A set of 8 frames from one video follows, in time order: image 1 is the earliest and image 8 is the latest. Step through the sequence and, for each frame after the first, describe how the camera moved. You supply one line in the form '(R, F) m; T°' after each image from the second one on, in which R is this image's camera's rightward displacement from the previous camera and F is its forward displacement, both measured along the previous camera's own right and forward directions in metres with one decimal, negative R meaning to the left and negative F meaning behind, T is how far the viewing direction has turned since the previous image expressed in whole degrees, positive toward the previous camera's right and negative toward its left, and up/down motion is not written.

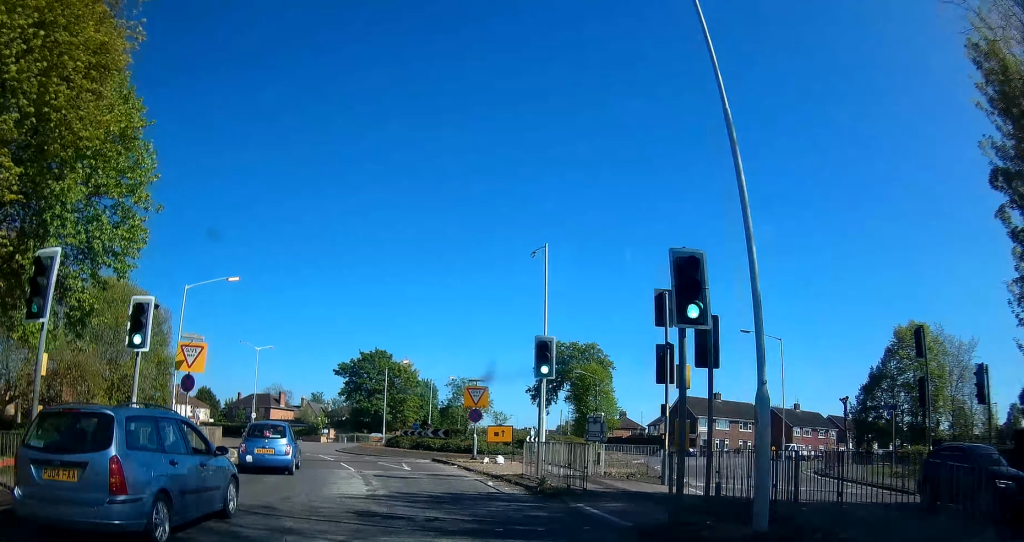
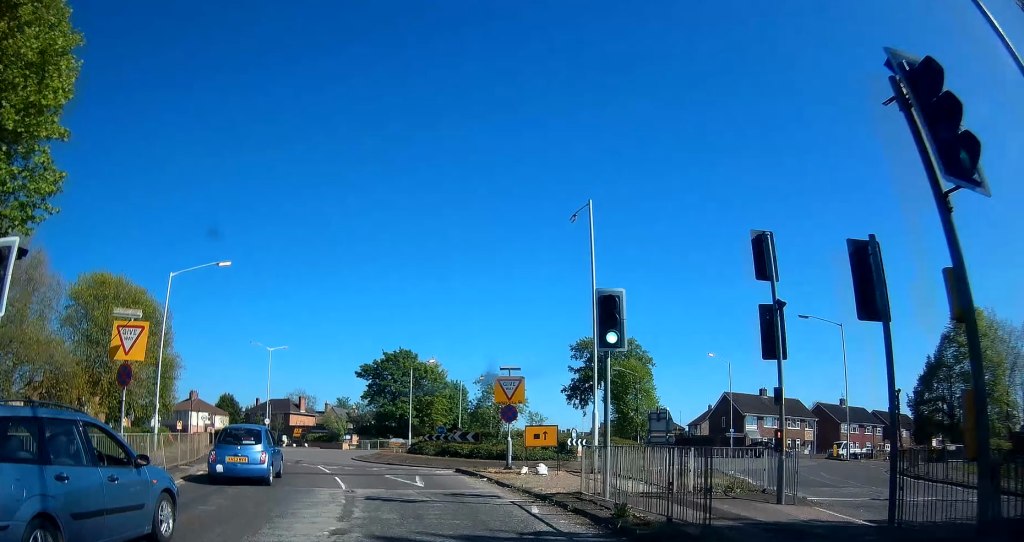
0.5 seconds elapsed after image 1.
(-0.3, +5.7) m; -2°
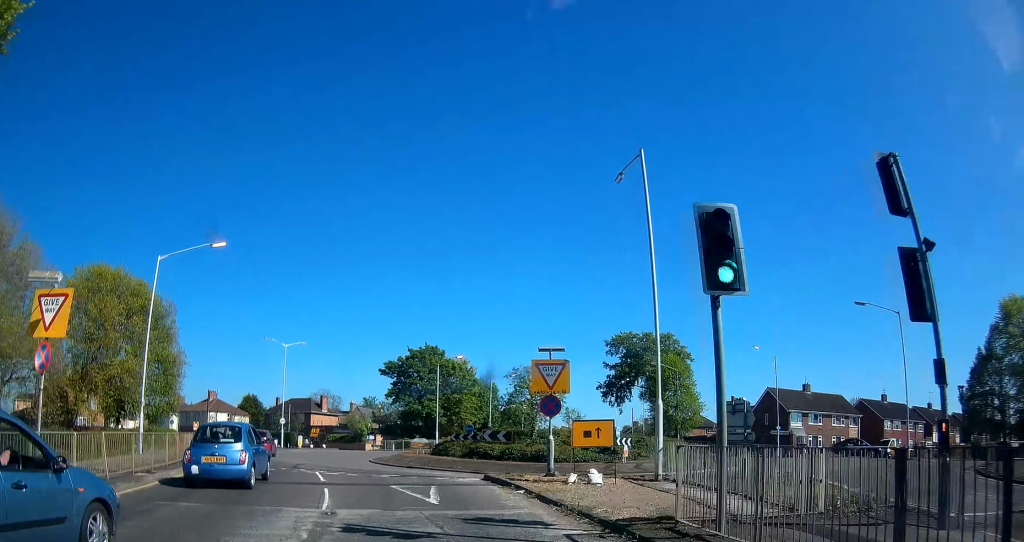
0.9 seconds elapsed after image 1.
(-0.1, +4.7) m; -2°
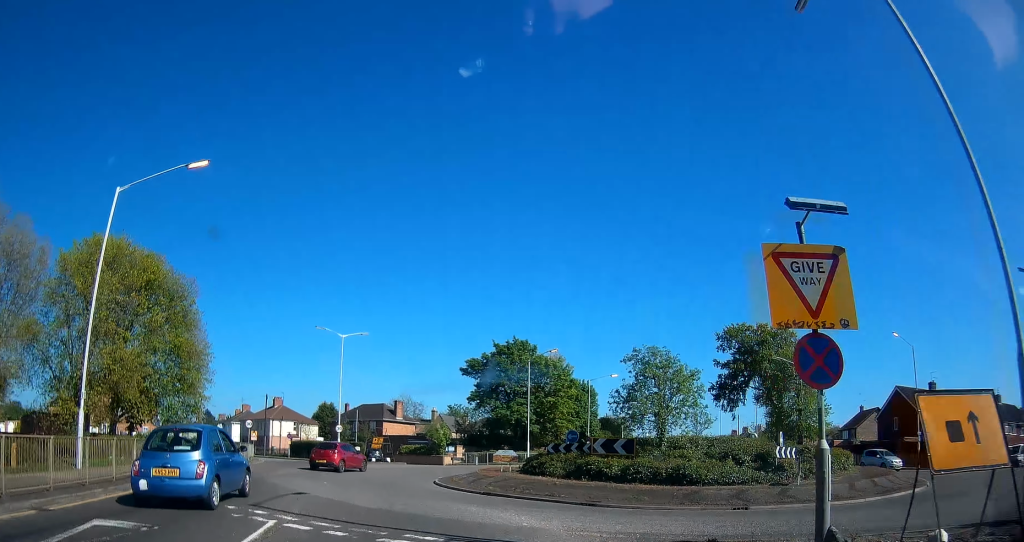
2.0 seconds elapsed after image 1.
(-0.3, +11.4) m; -9°
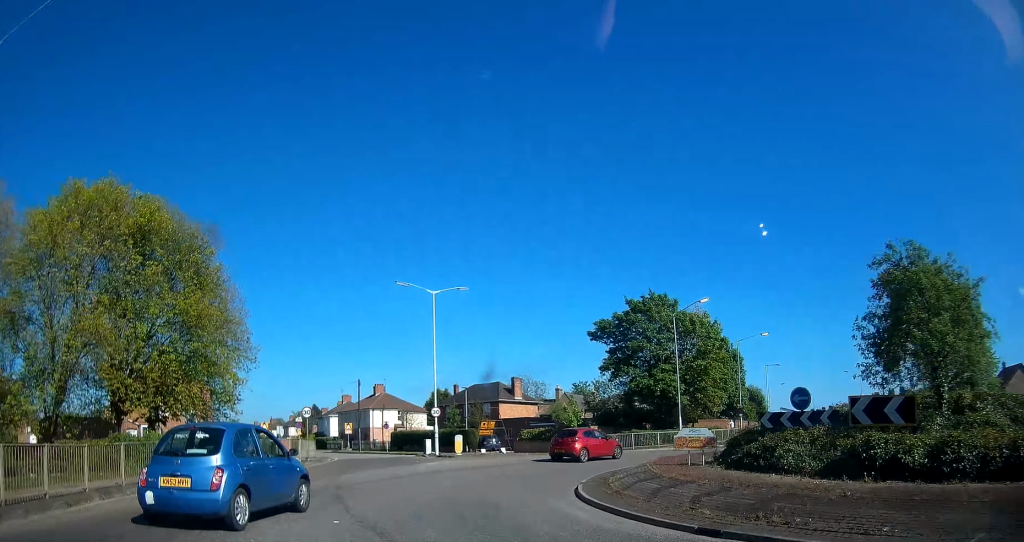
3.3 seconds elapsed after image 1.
(-1.6, +12.5) m; -9°
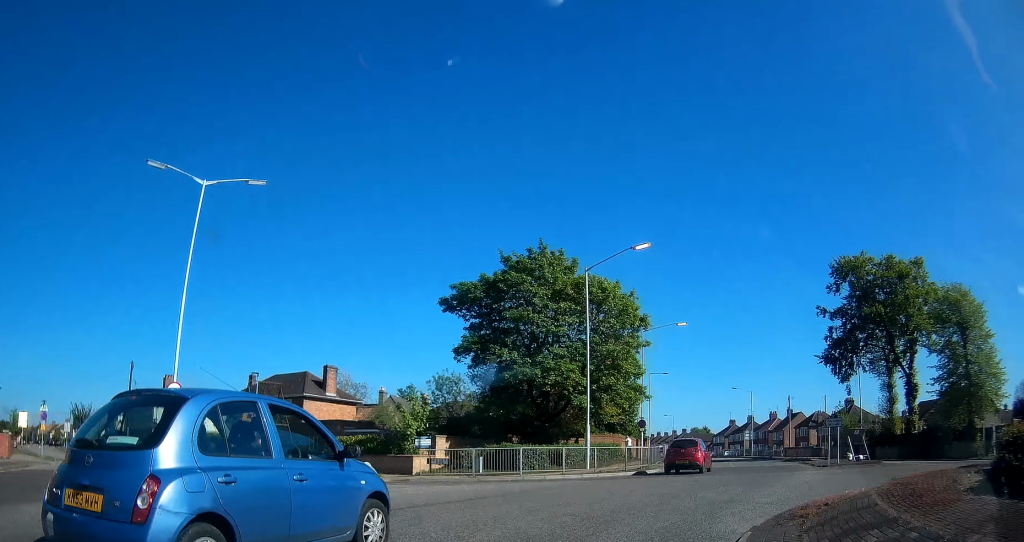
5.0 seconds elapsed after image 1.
(-0.1, +16.3) m; 0°
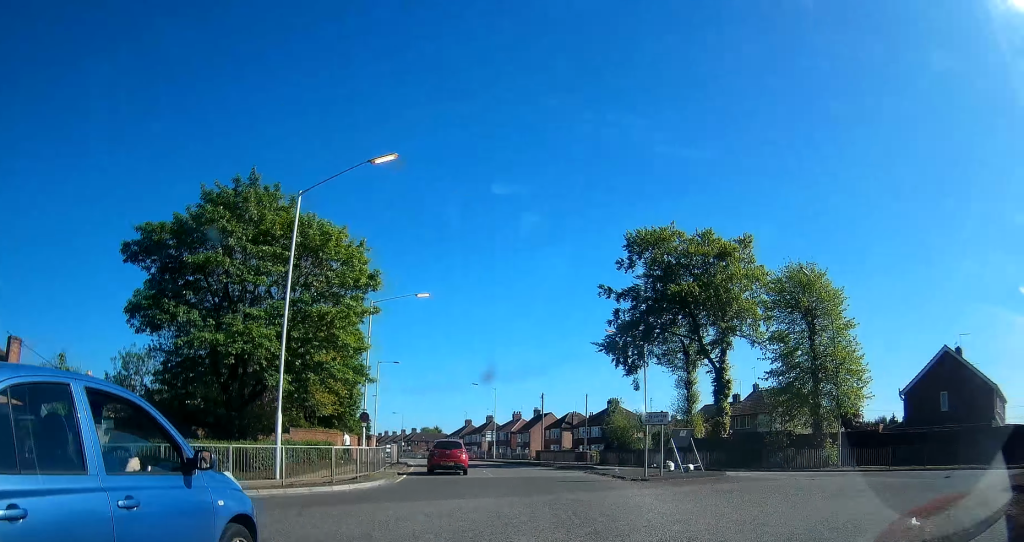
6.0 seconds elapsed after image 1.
(0.0, +8.7) m; +17°
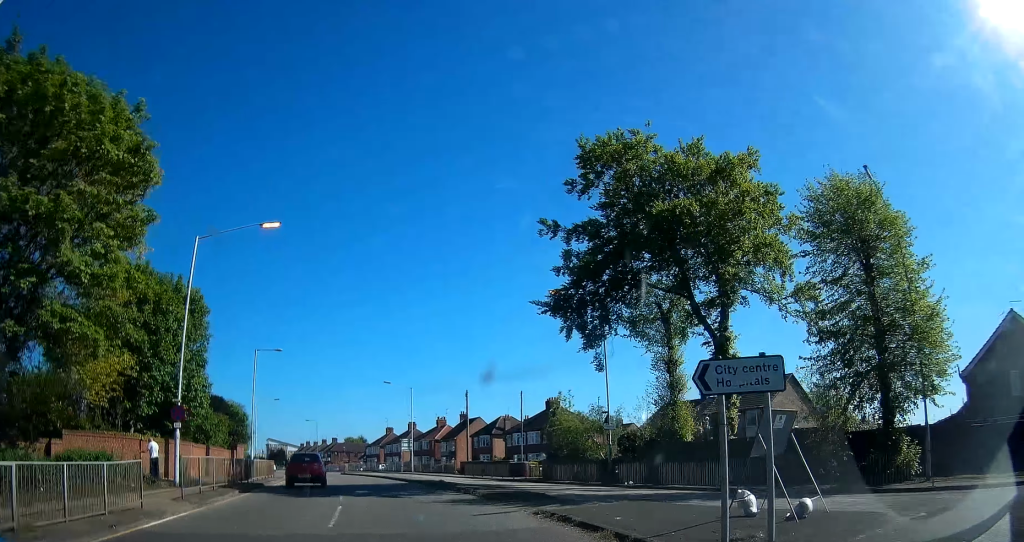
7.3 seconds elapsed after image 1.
(+4.1, +11.6) m; +23°
